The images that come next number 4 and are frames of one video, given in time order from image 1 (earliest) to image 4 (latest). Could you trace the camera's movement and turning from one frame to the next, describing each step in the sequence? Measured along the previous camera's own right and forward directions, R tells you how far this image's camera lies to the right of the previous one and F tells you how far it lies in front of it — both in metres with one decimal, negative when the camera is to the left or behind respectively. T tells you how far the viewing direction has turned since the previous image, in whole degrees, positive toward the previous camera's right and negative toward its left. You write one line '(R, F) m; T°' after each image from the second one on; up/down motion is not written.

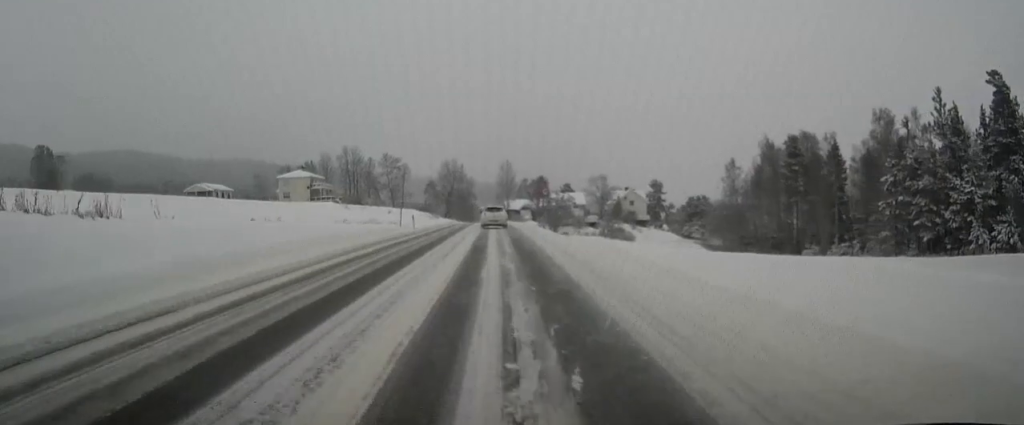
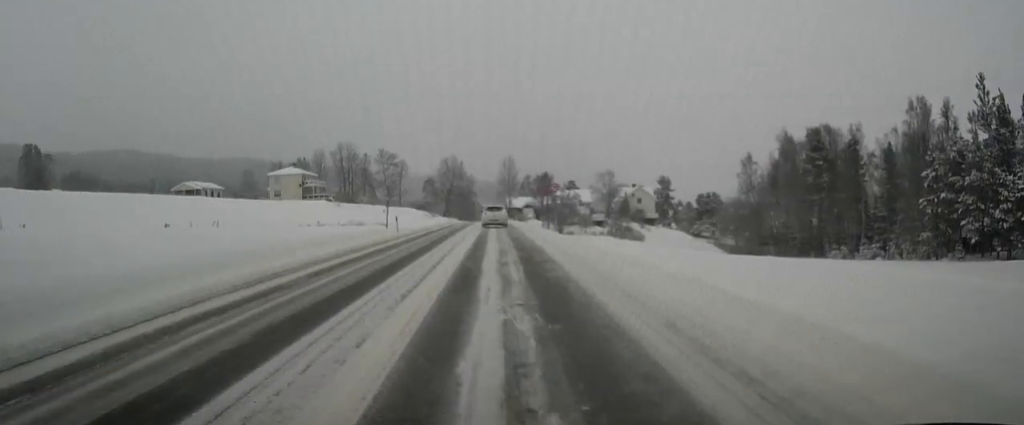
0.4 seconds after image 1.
(0.0, +6.7) m; 0°
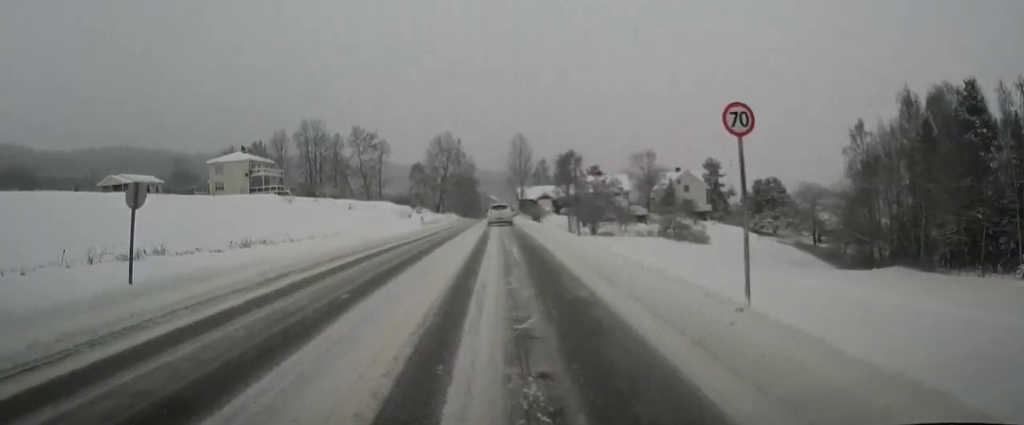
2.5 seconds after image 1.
(-0.5, +32.4) m; -1°
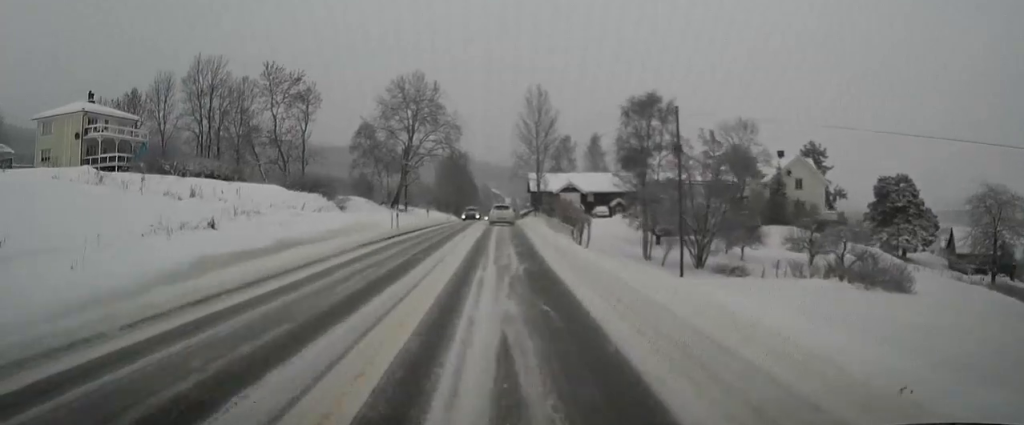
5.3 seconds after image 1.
(-0.2, +45.5) m; 0°
